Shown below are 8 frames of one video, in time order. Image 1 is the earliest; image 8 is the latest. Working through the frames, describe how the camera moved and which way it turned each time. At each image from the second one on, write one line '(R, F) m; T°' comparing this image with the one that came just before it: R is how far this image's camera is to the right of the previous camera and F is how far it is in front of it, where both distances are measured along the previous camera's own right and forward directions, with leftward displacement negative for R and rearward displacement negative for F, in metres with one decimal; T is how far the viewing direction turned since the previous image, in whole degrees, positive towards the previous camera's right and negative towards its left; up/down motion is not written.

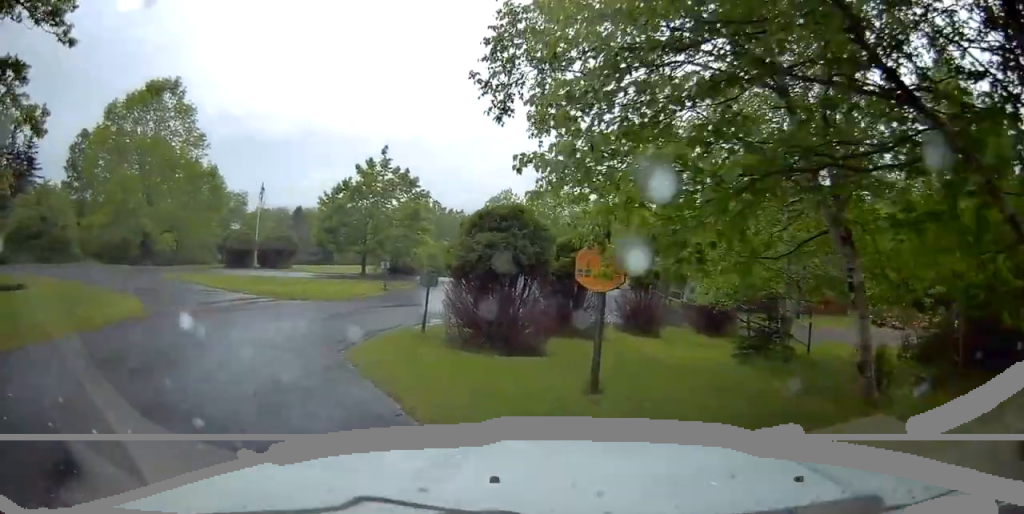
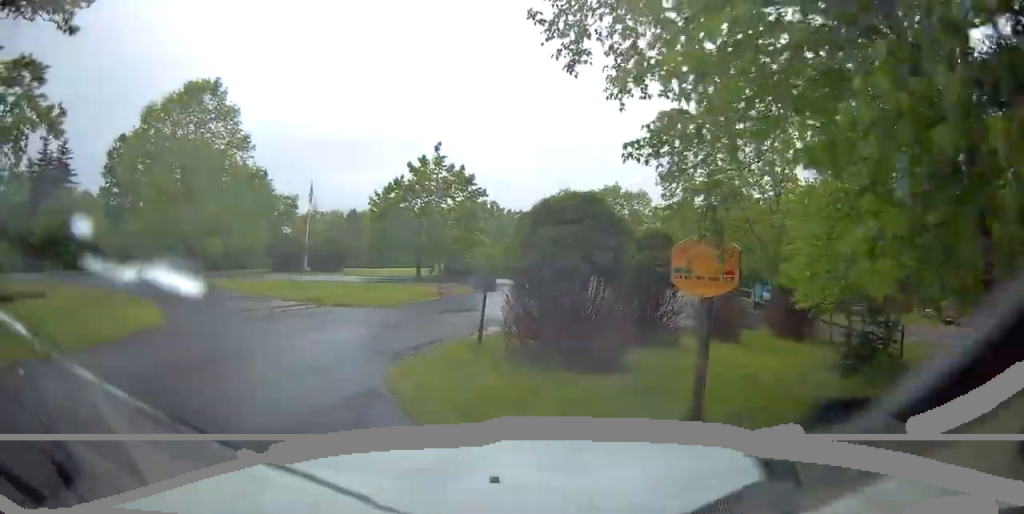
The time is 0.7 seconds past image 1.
(-0.1, +2.1) m; -9°
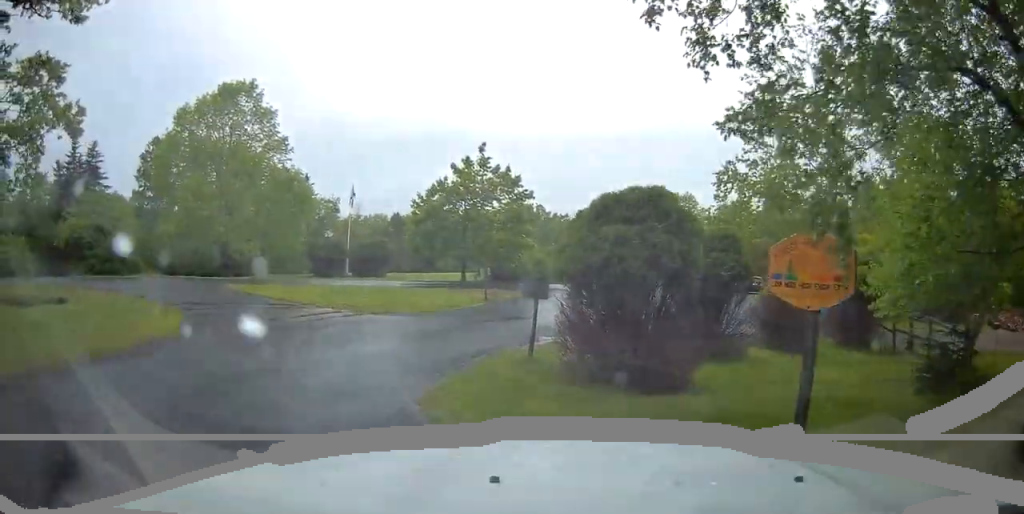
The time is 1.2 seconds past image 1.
(-0.2, +1.2) m; -9°
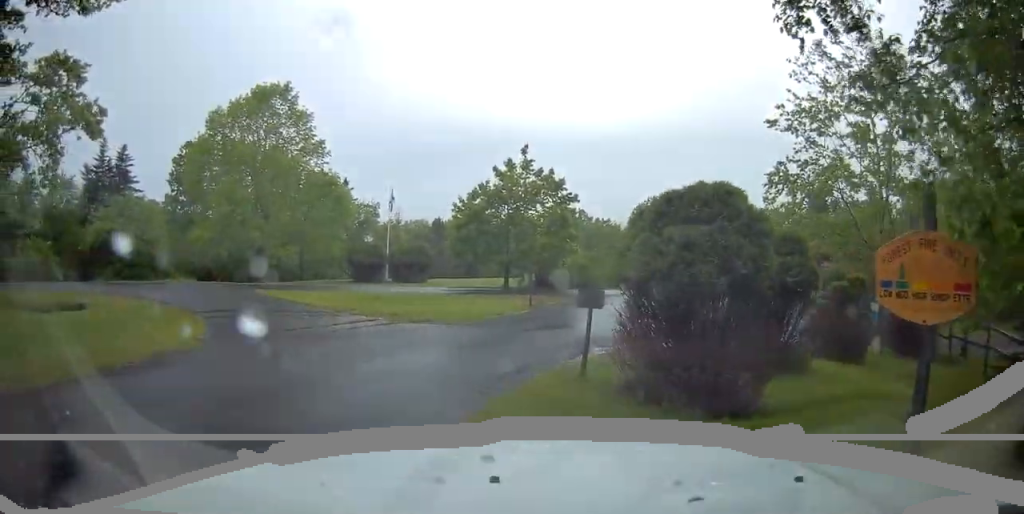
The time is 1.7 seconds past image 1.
(0.0, +1.1) m; -8°
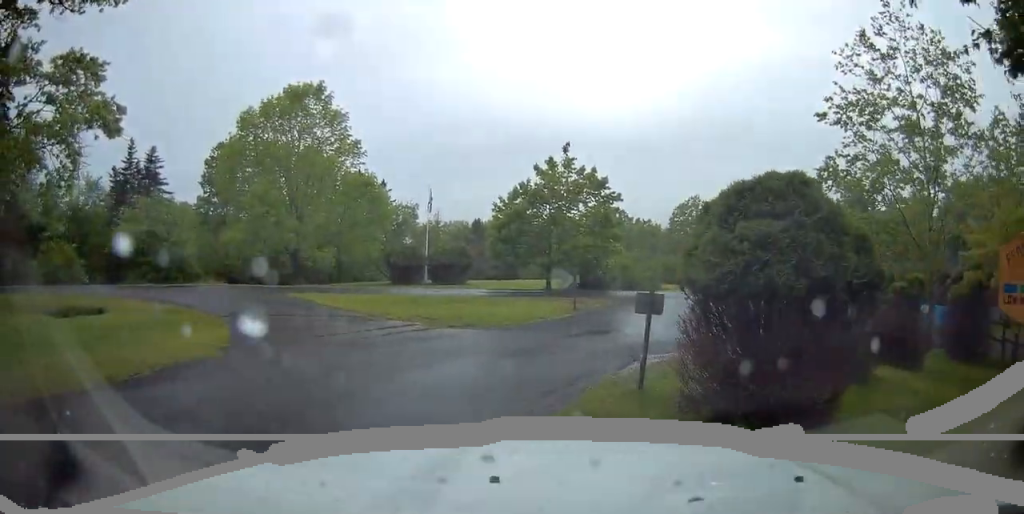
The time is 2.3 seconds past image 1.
(-0.2, +1.1) m; -6°
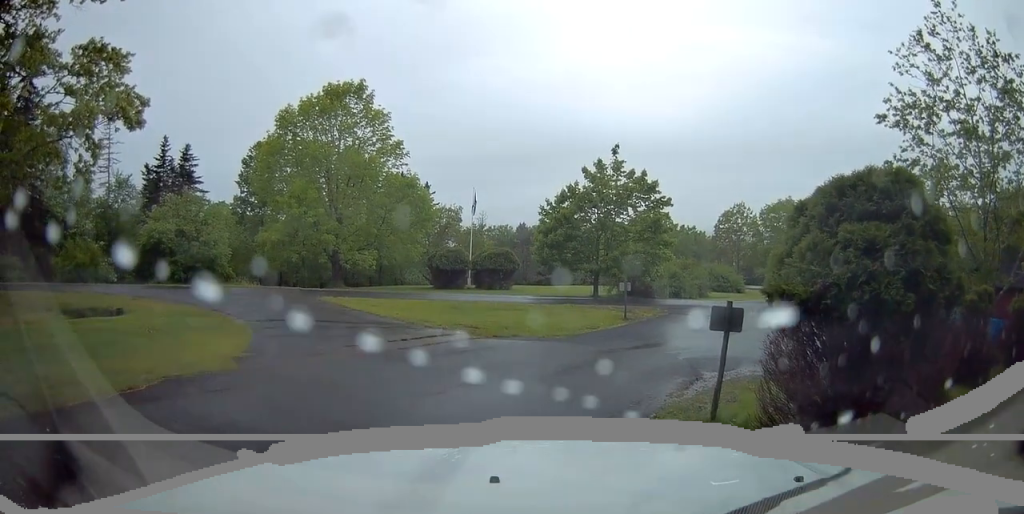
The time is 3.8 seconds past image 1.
(0.0, +1.6) m; -3°
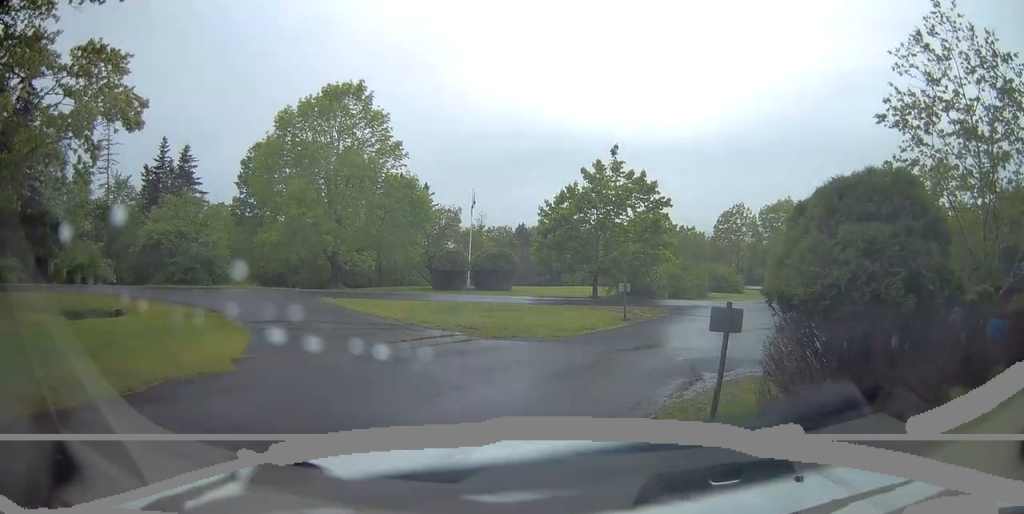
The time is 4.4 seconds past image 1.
(0.0, 0.0) m; 0°
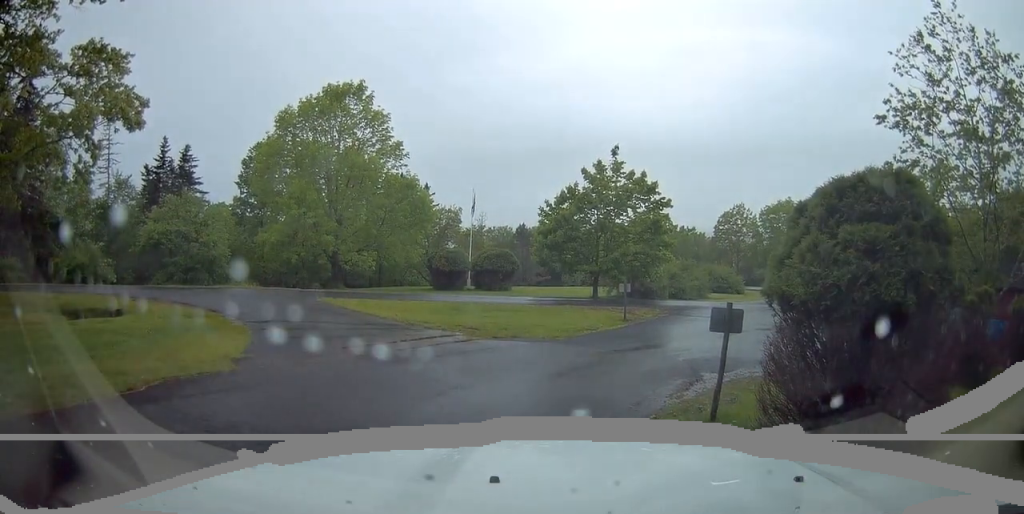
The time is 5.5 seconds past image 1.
(0.0, 0.0) m; 0°
